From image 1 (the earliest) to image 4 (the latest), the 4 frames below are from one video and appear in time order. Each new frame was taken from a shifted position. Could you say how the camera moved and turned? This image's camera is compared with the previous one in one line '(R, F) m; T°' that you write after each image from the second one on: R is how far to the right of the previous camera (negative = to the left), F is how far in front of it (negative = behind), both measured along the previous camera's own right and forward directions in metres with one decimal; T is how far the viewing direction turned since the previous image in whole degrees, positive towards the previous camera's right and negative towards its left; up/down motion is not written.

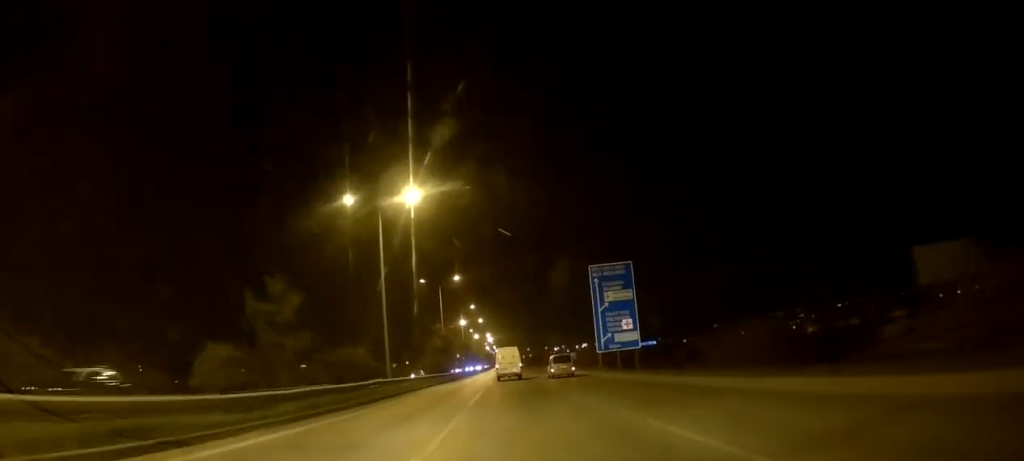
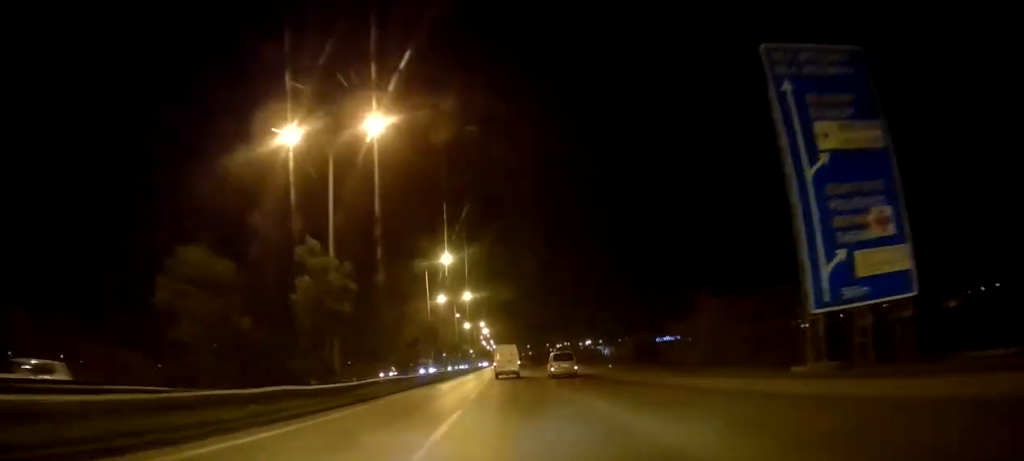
(+0.5, +45.0) m; +1°
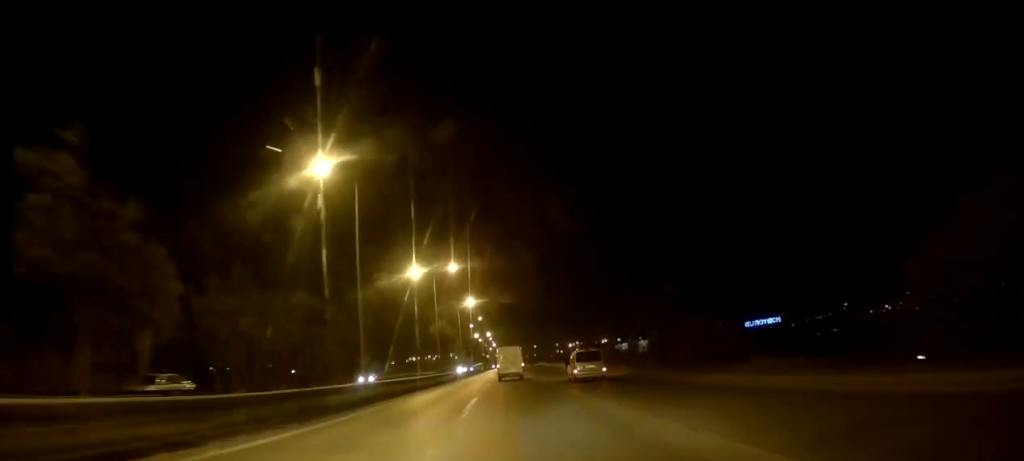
(-1.1, +100.8) m; -1°
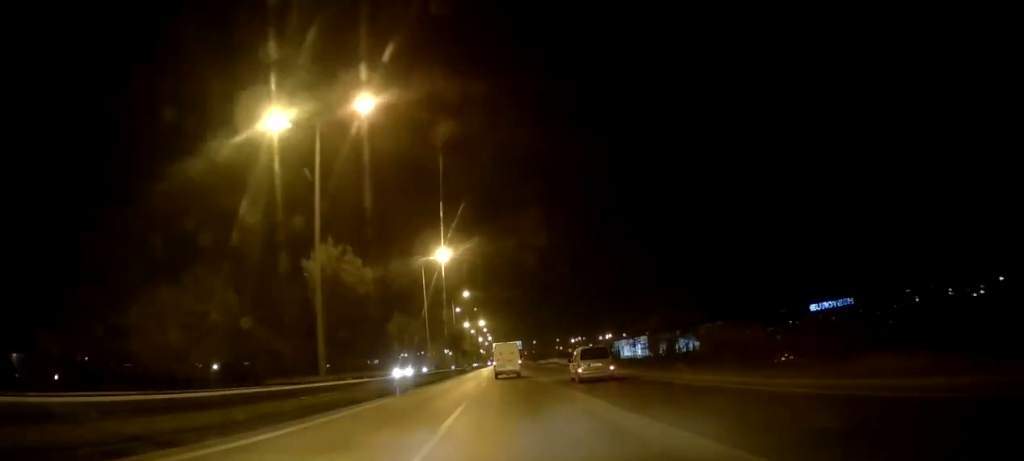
(-0.2, +42.0) m; 0°
